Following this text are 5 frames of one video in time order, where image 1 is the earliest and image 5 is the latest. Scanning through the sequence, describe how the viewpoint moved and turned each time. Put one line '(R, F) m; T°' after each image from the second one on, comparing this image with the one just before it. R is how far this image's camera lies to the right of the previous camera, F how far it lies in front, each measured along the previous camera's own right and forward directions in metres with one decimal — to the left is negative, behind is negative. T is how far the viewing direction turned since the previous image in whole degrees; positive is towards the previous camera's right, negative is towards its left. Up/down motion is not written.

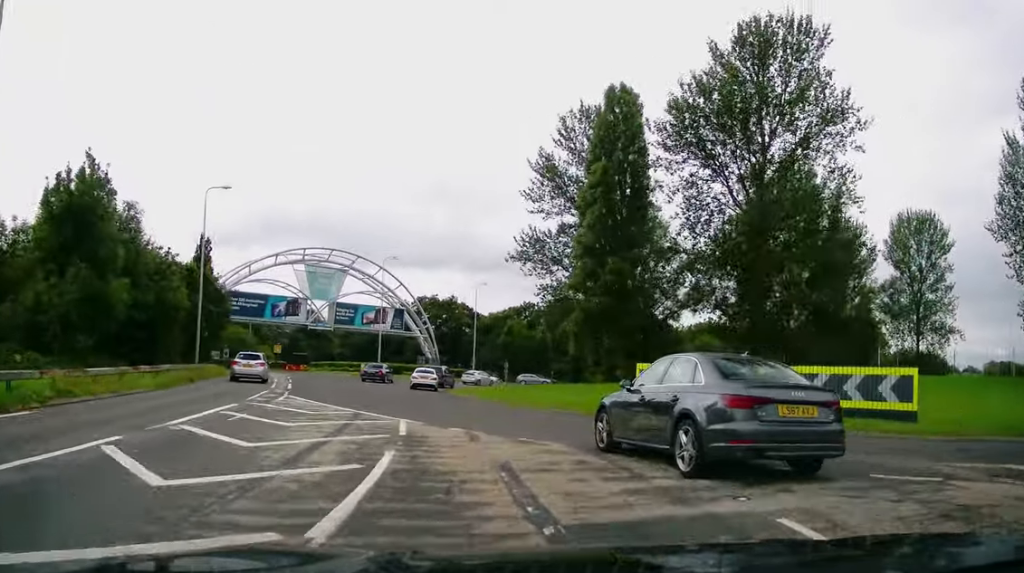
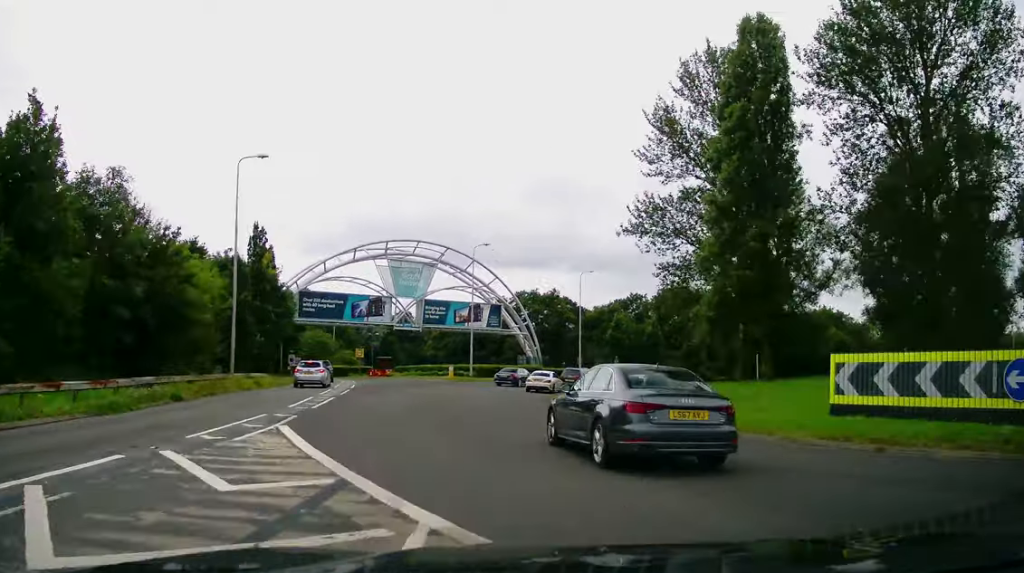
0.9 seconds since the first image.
(-0.8, +9.7) m; -8°
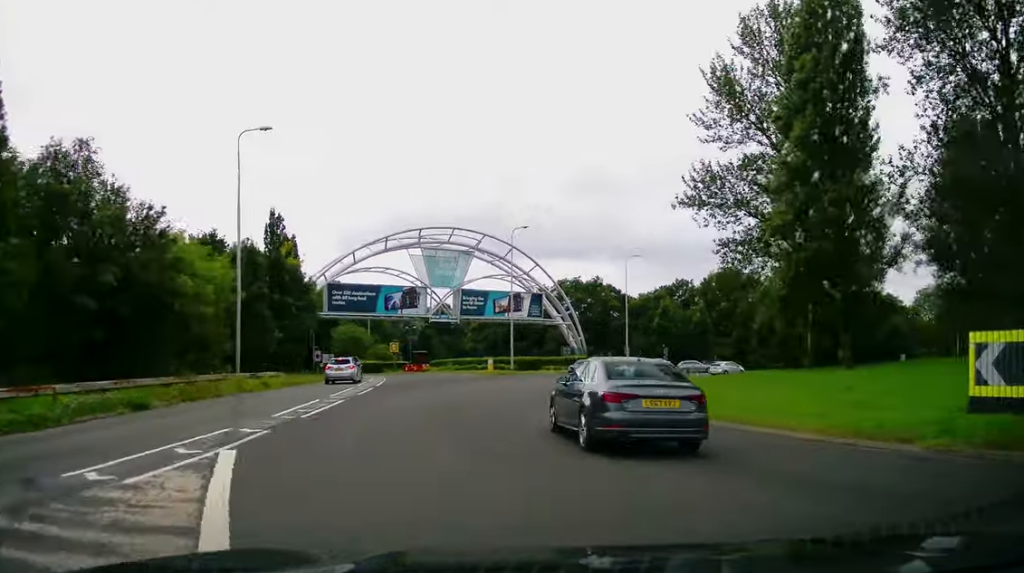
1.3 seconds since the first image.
(-0.2, +4.8) m; -2°
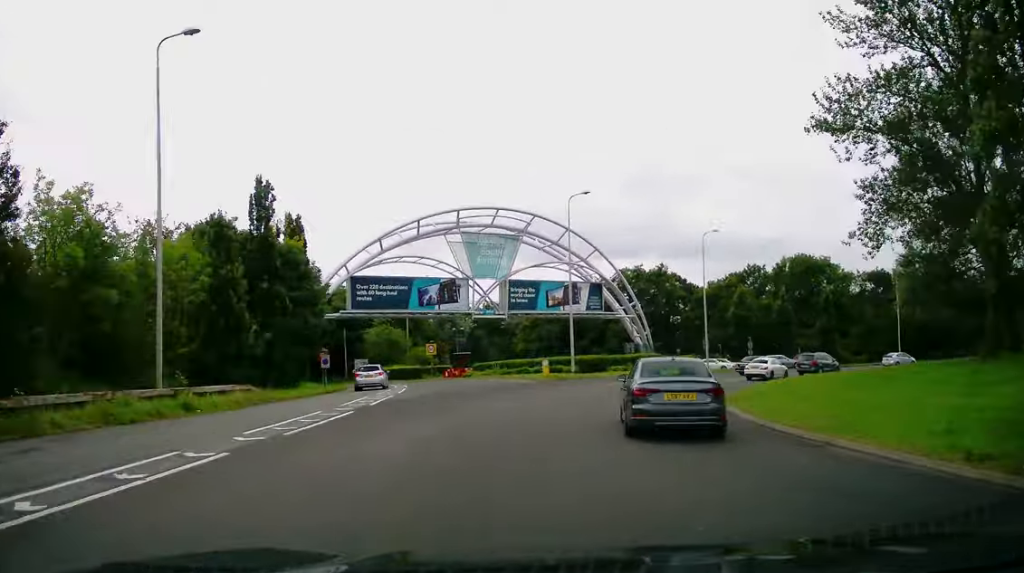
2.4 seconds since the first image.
(-0.5, +11.8) m; -2°
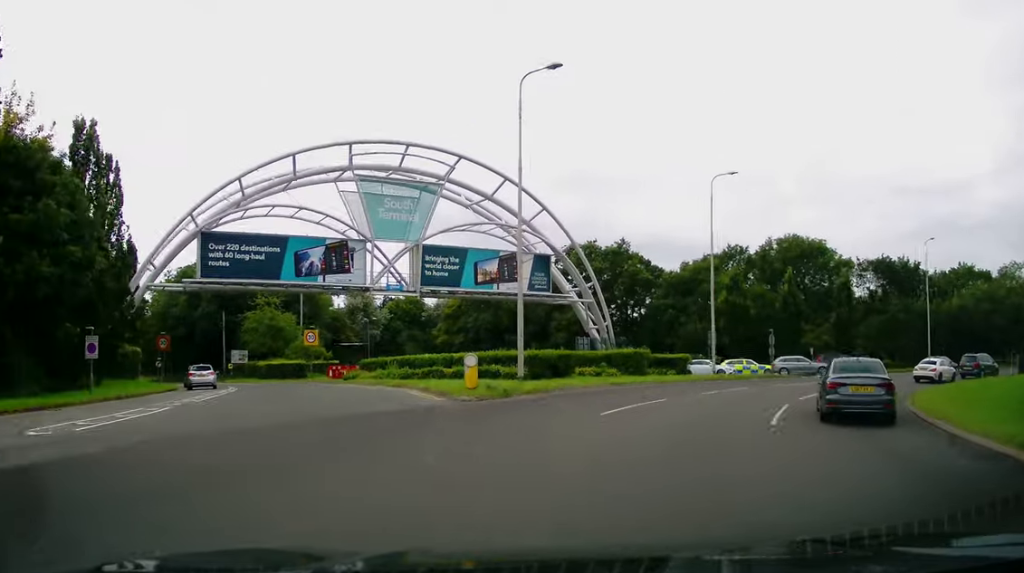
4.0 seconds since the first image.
(+0.9, +19.0) m; +10°
